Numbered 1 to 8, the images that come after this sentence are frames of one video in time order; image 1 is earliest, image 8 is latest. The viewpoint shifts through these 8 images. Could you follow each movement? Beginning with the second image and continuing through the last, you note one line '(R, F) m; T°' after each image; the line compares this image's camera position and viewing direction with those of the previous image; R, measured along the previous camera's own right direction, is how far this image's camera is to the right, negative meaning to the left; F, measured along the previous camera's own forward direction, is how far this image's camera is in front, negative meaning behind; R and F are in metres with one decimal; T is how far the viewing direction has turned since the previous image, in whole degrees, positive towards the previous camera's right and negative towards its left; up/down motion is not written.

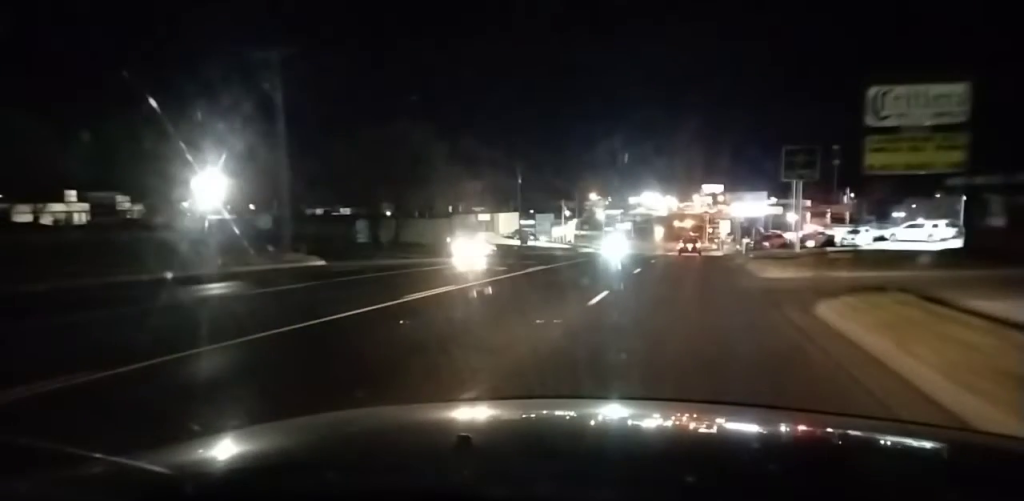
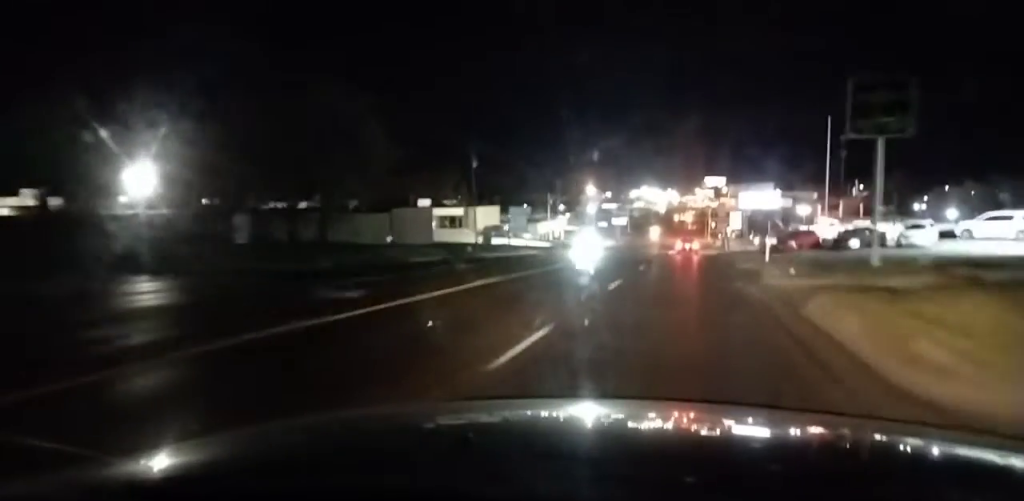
(0.0, +10.9) m; 0°
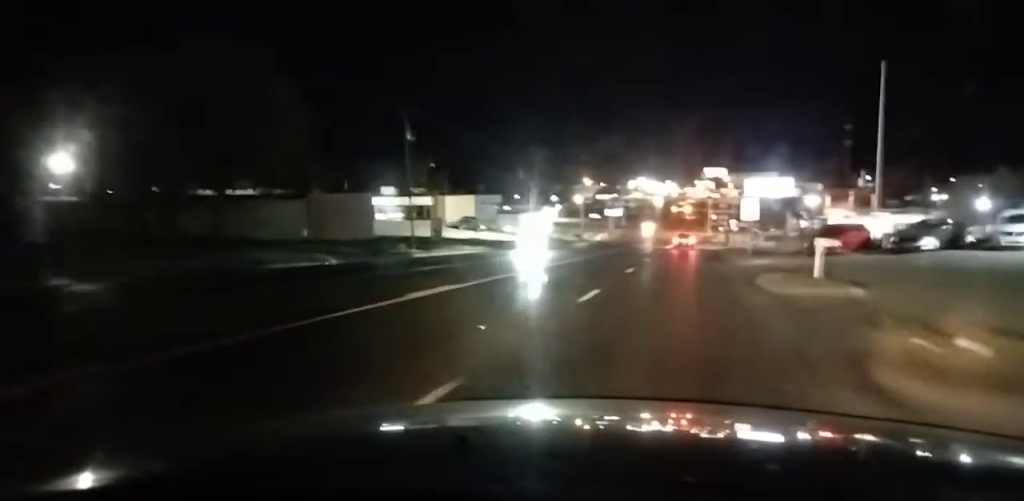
(-0.1, +17.4) m; 0°
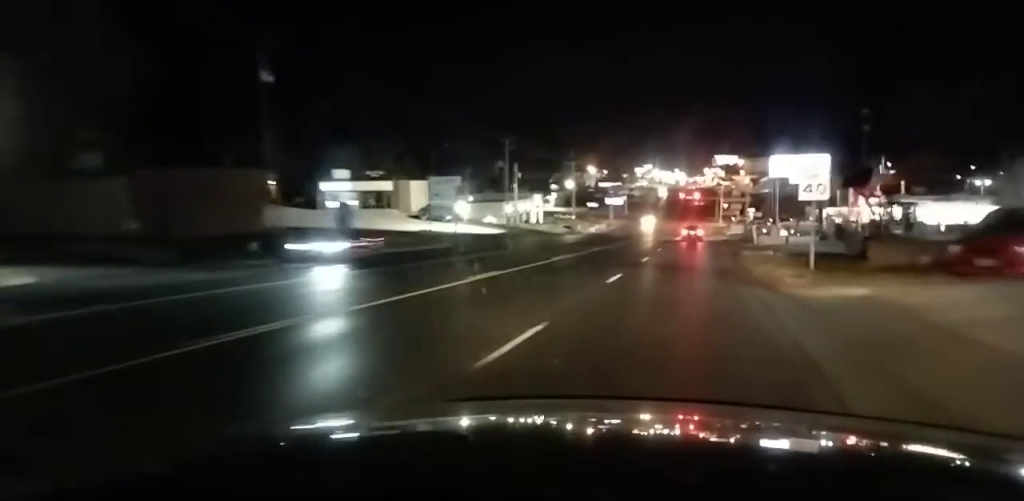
(0.0, +19.4) m; 0°
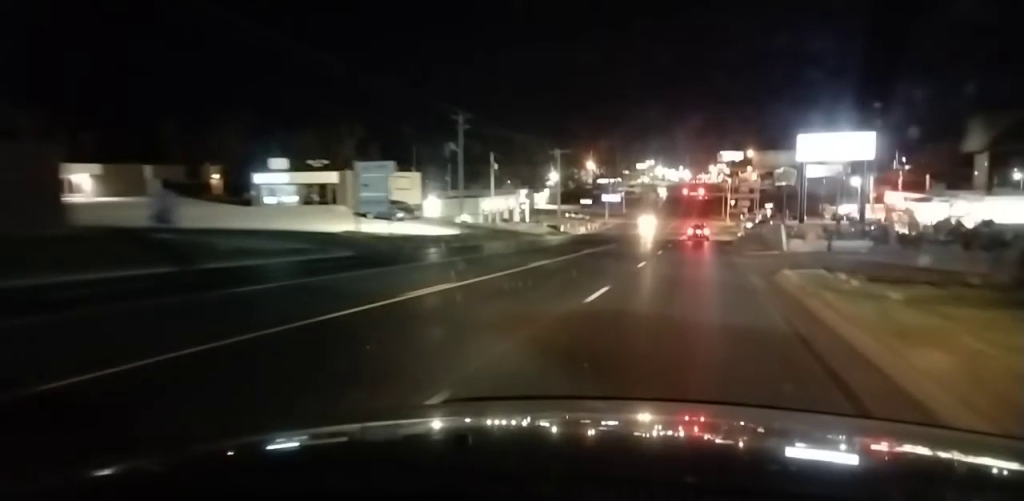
(0.0, +17.7) m; -1°
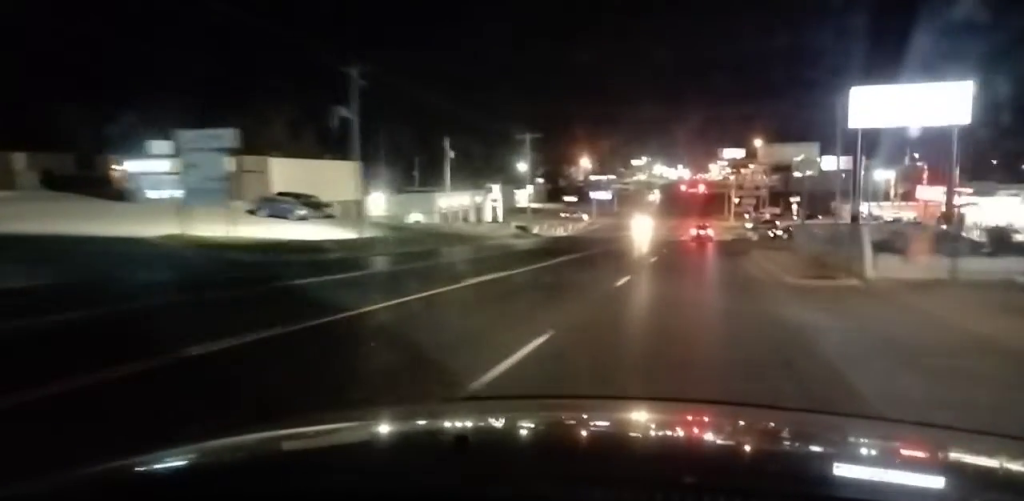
(-0.2, +18.4) m; -1°
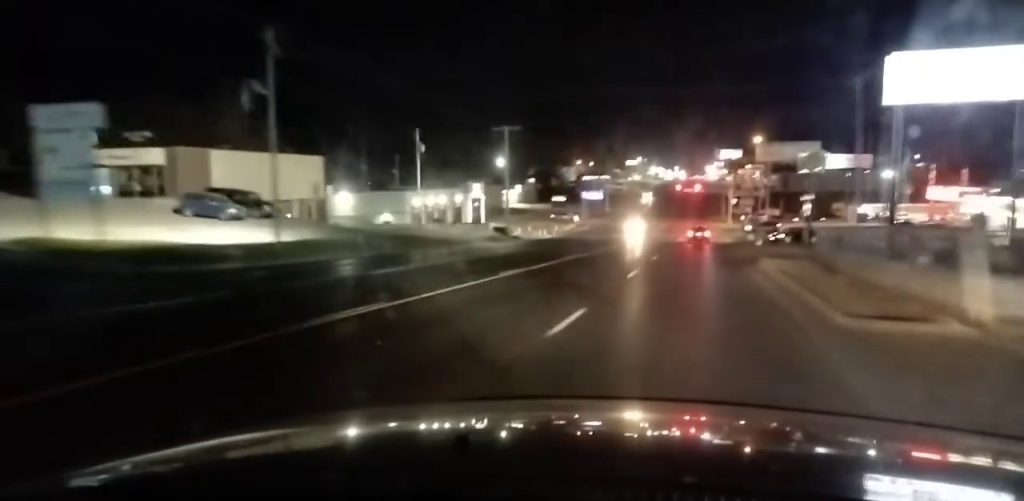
(0.0, +8.8) m; 0°
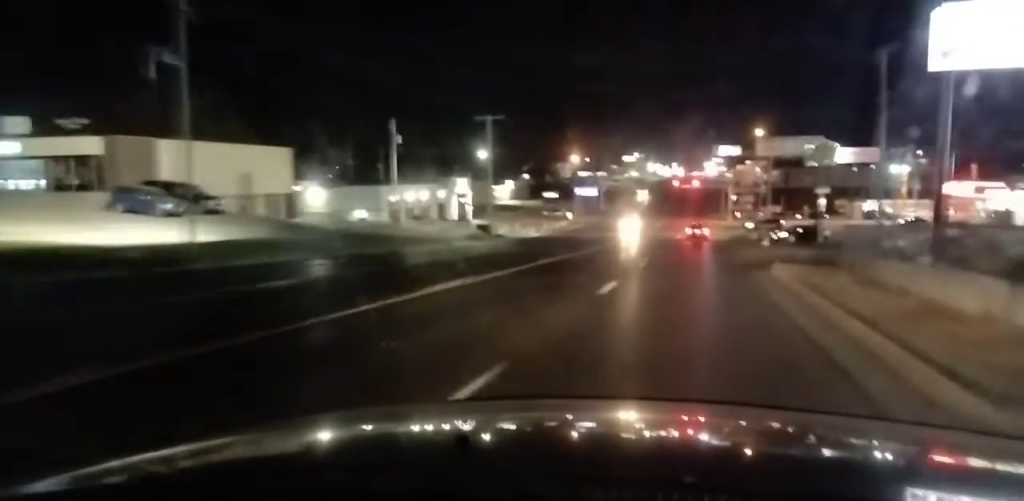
(0.0, +5.9) m; 0°
